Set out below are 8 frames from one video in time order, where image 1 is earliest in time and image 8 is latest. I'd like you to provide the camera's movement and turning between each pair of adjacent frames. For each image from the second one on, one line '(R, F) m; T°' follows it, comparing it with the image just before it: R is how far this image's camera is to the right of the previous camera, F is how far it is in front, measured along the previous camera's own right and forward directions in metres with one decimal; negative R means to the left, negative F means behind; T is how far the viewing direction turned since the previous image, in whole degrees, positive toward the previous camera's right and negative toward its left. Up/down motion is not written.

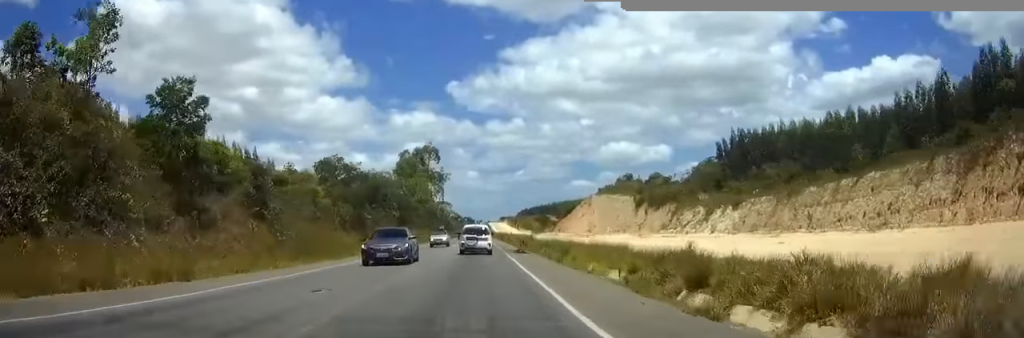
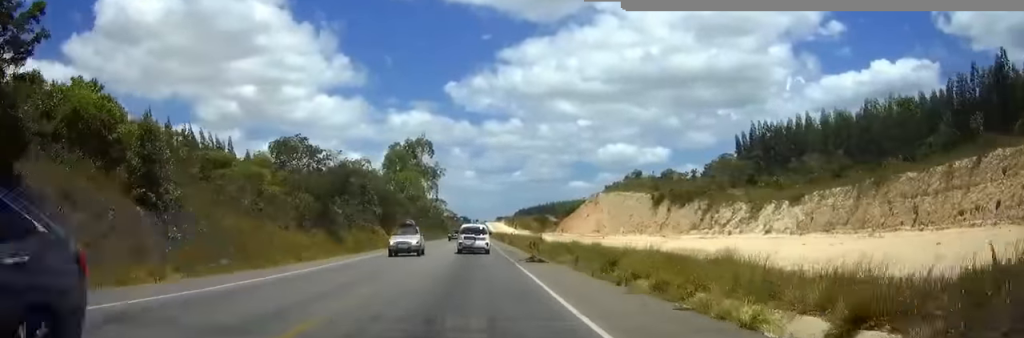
(0.0, +12.8) m; 0°
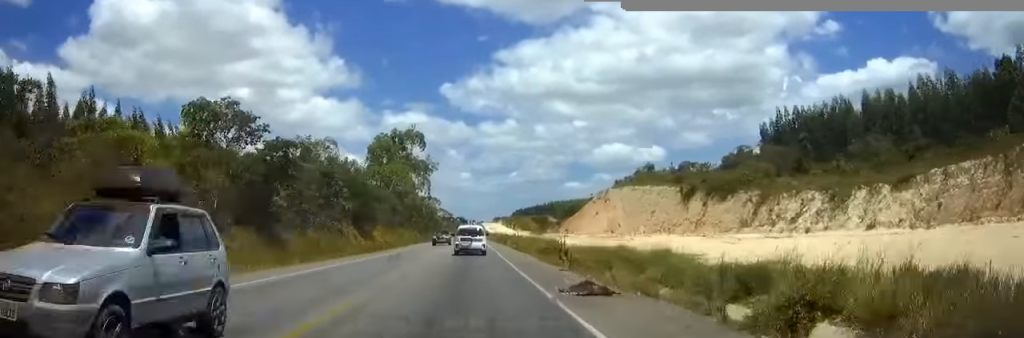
(0.0, +14.6) m; 0°
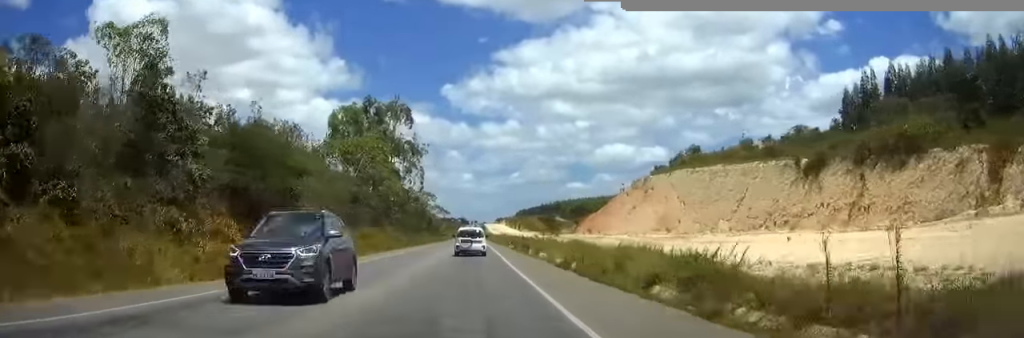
(0.0, +30.1) m; 0°
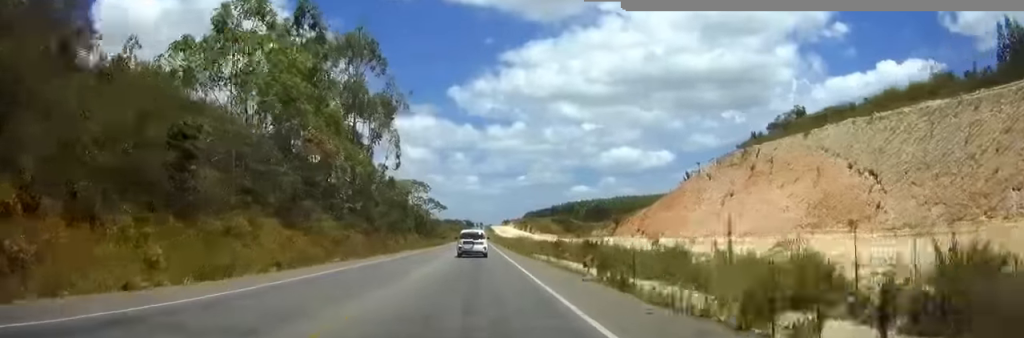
(-0.1, +37.4) m; 0°
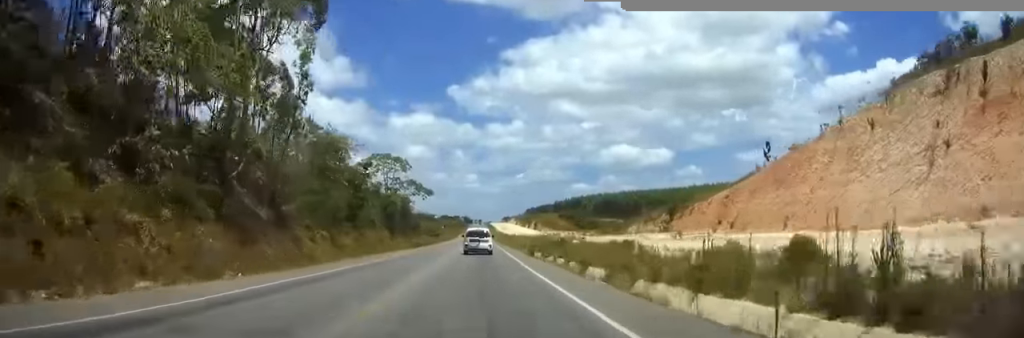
(0.0, +35.1) m; 0°
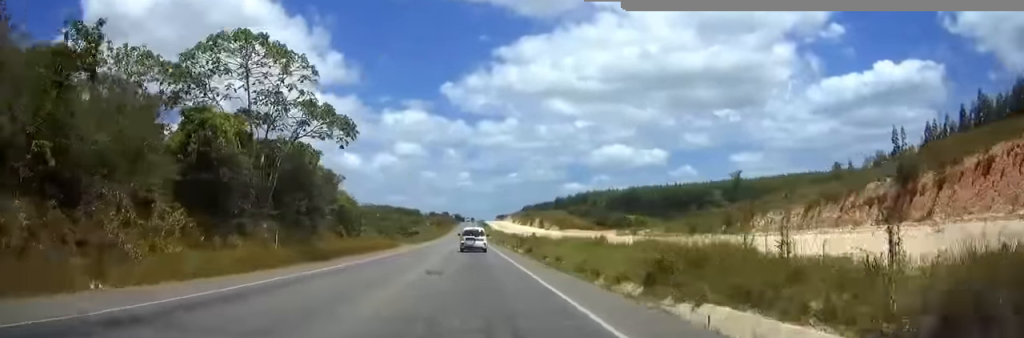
(+0.1, +50.4) m; 0°
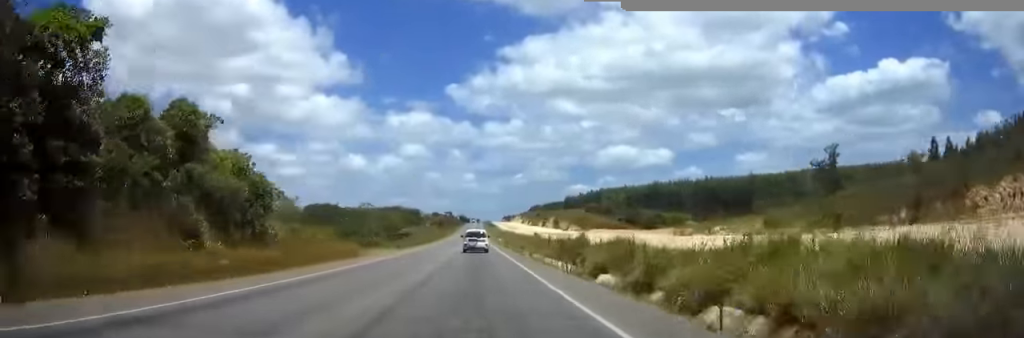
(0.0, +27.4) m; 0°
